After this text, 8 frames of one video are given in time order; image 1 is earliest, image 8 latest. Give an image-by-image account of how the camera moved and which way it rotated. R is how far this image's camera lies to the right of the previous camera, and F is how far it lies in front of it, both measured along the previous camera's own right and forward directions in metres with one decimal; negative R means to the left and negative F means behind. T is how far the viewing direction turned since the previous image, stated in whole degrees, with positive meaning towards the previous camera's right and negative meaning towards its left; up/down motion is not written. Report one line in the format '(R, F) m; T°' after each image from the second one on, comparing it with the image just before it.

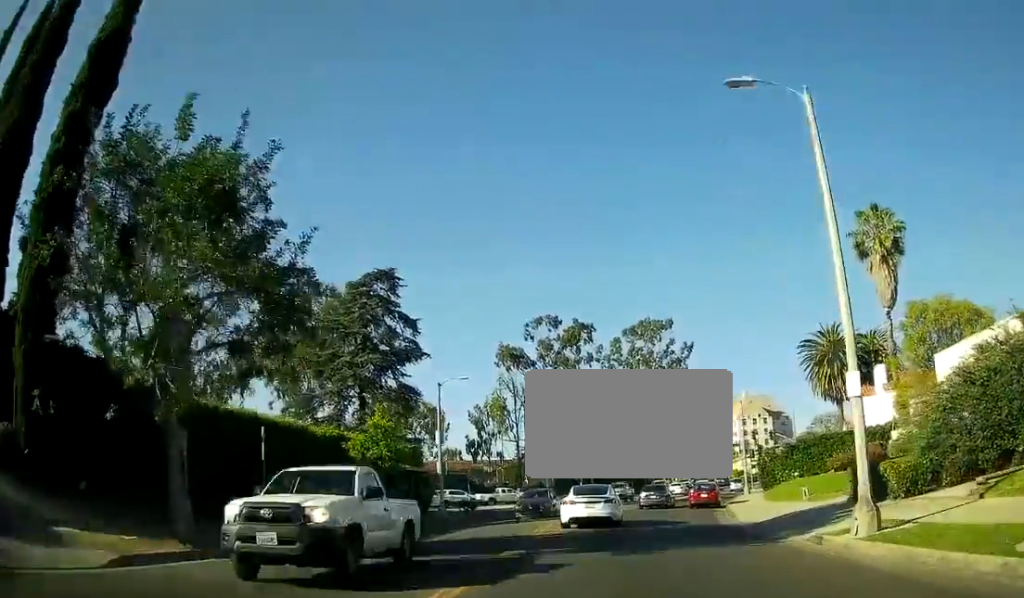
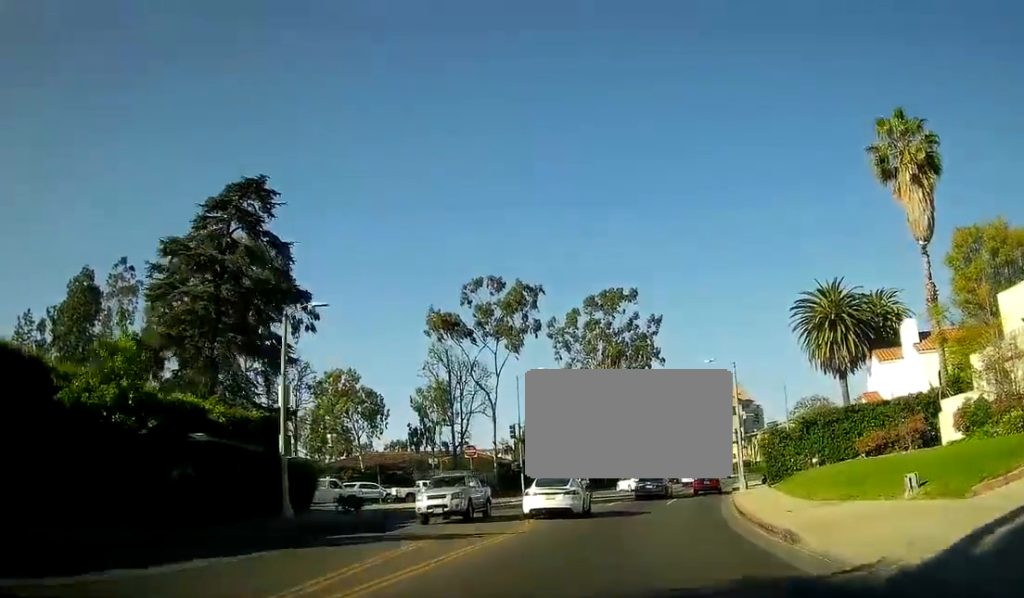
(+0.8, +16.9) m; +4°
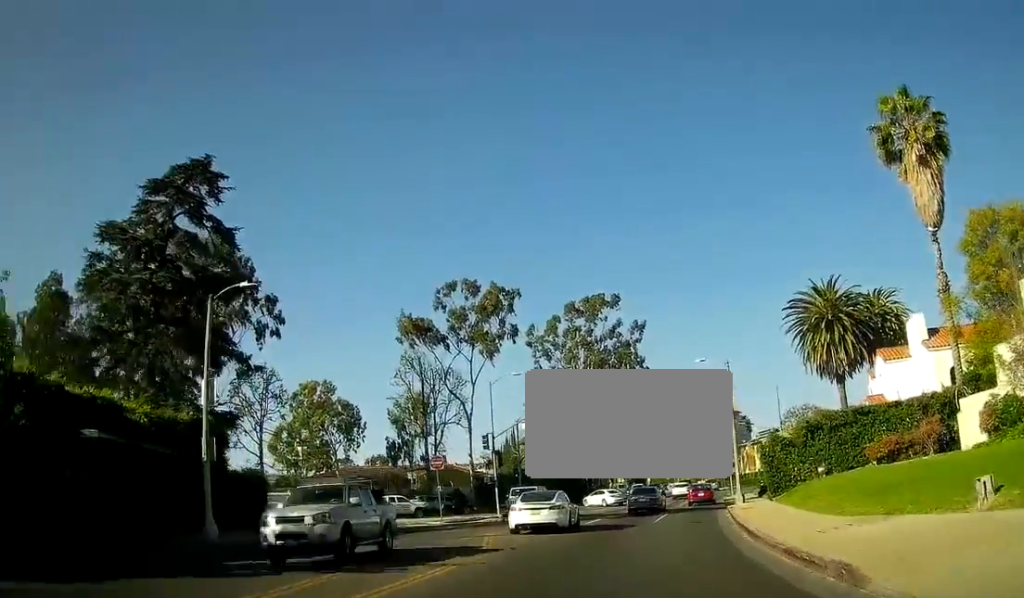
(-0.1, +4.4) m; +1°
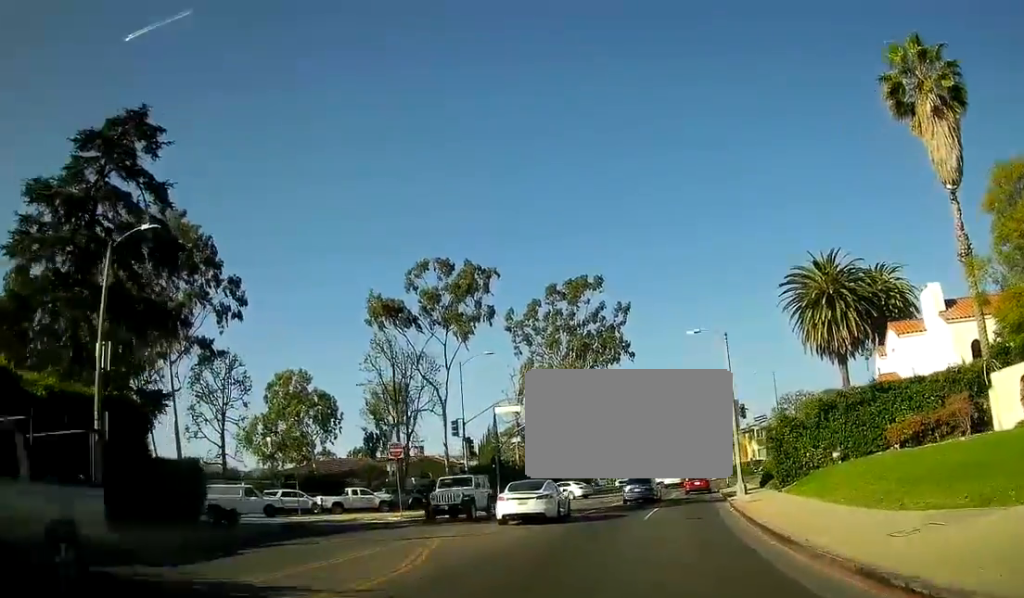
(-0.1, +4.8) m; +1°
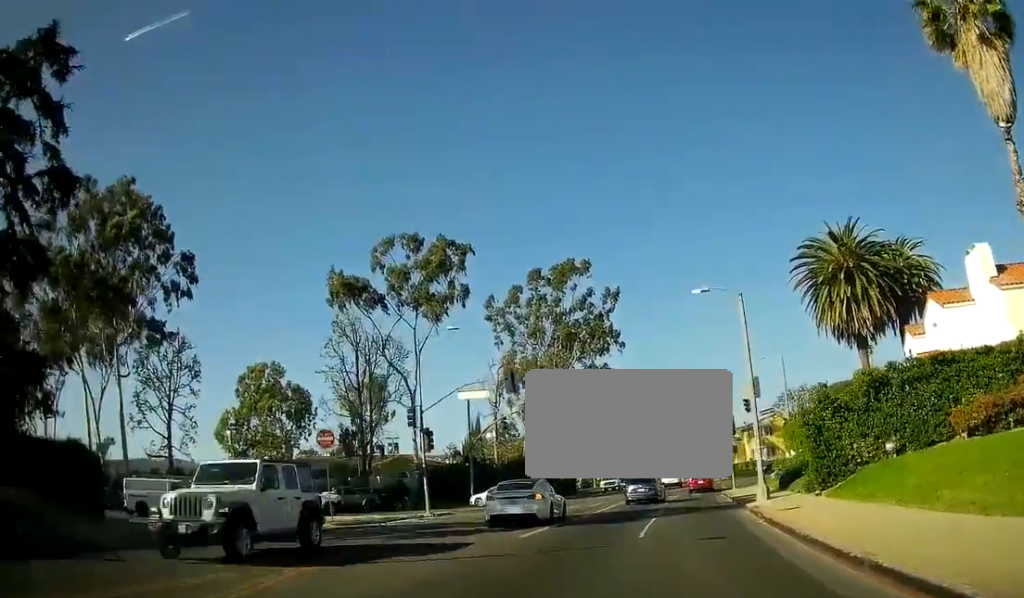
(+0.2, +7.7) m; +1°
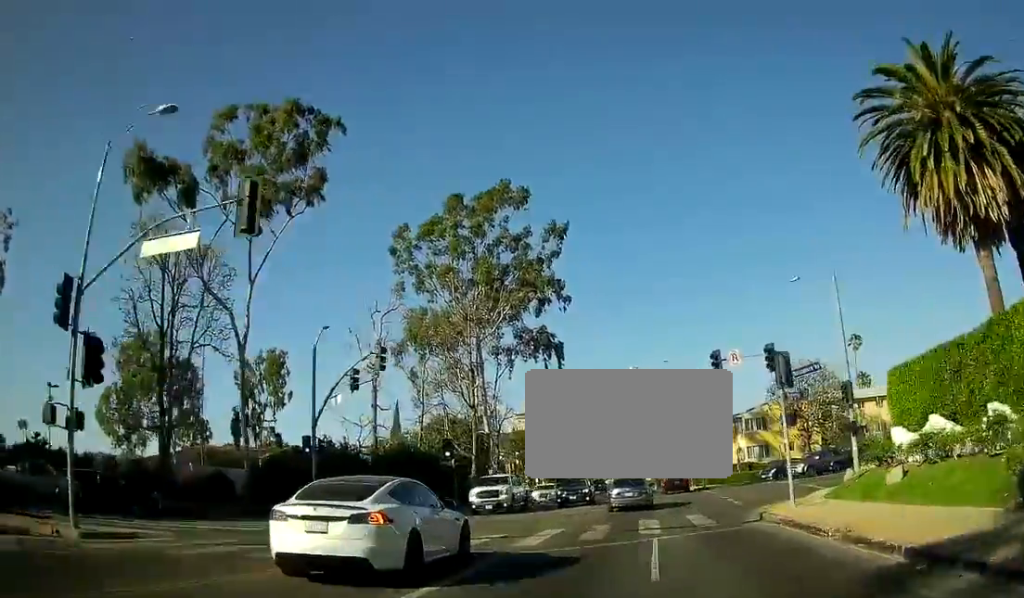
(+0.2, +24.5) m; 0°
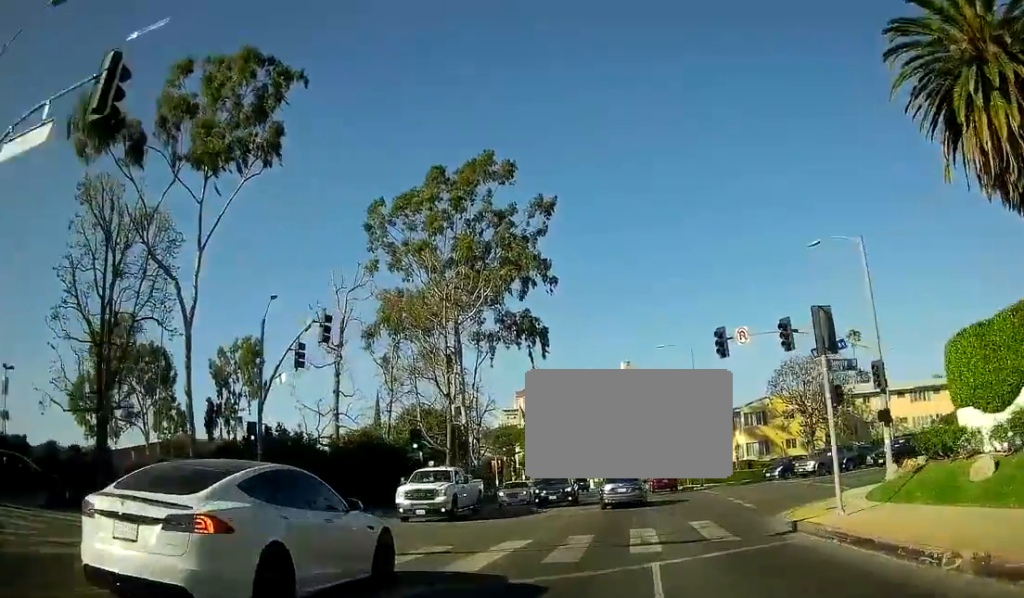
(0.0, +5.3) m; 0°
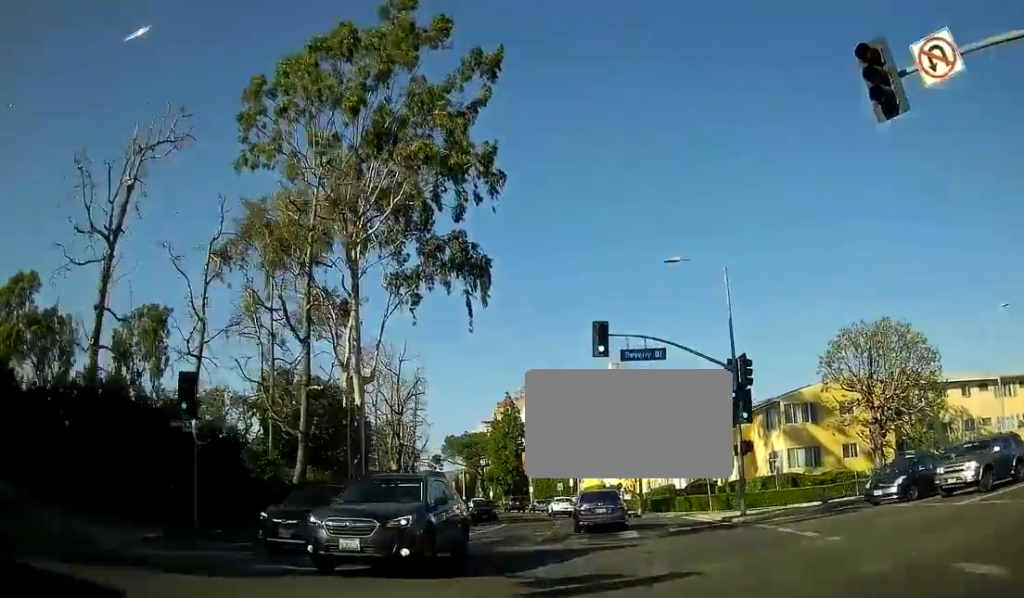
(-0.5, +24.6) m; -6°
